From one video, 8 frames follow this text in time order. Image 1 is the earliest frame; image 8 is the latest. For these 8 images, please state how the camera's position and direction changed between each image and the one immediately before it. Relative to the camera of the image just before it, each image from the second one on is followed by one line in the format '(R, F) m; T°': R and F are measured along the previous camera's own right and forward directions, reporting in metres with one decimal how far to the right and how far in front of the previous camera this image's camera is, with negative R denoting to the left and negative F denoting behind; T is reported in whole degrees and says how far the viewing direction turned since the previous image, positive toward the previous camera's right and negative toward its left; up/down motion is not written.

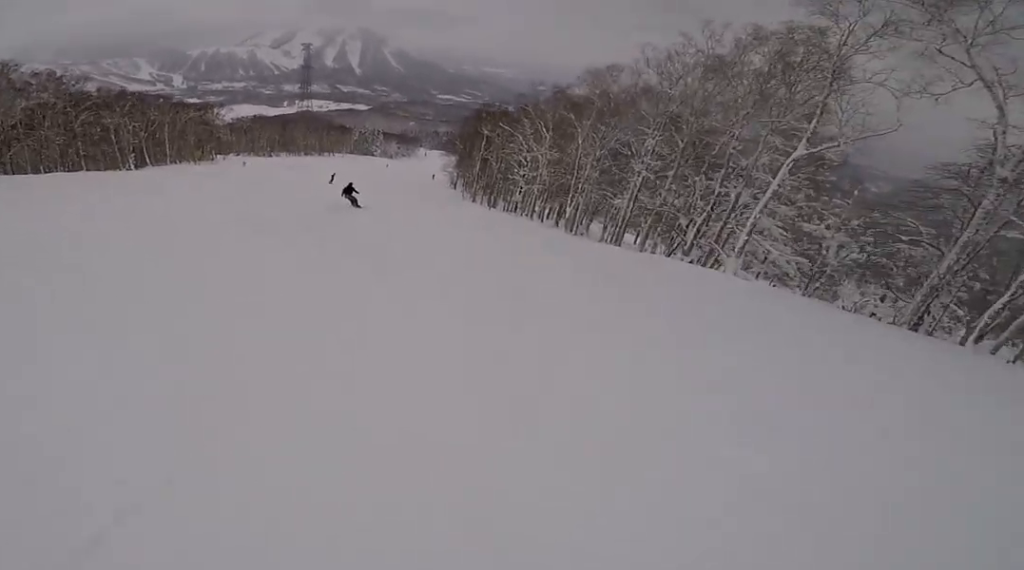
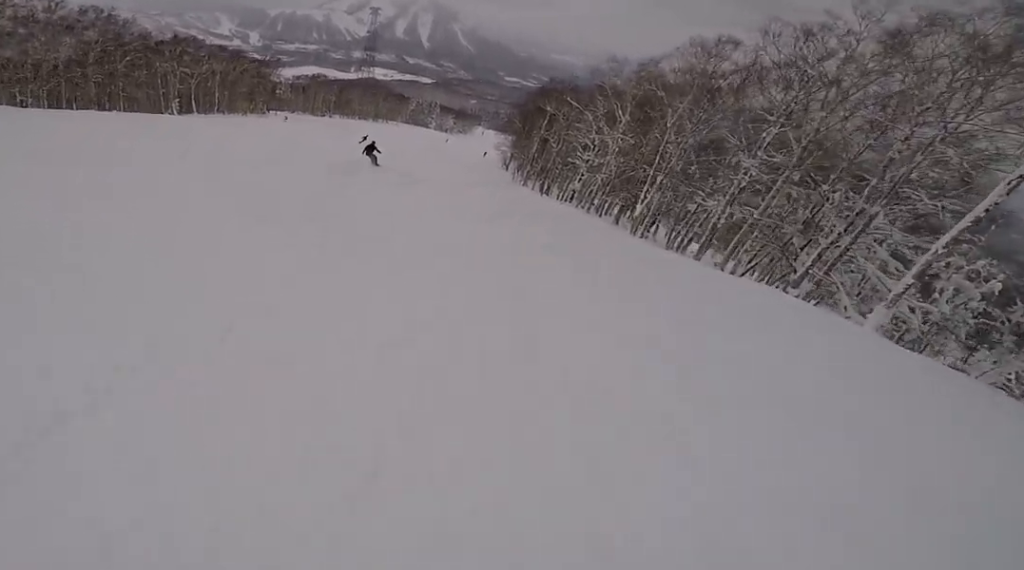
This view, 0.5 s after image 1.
(-0.6, +6.2) m; -6°
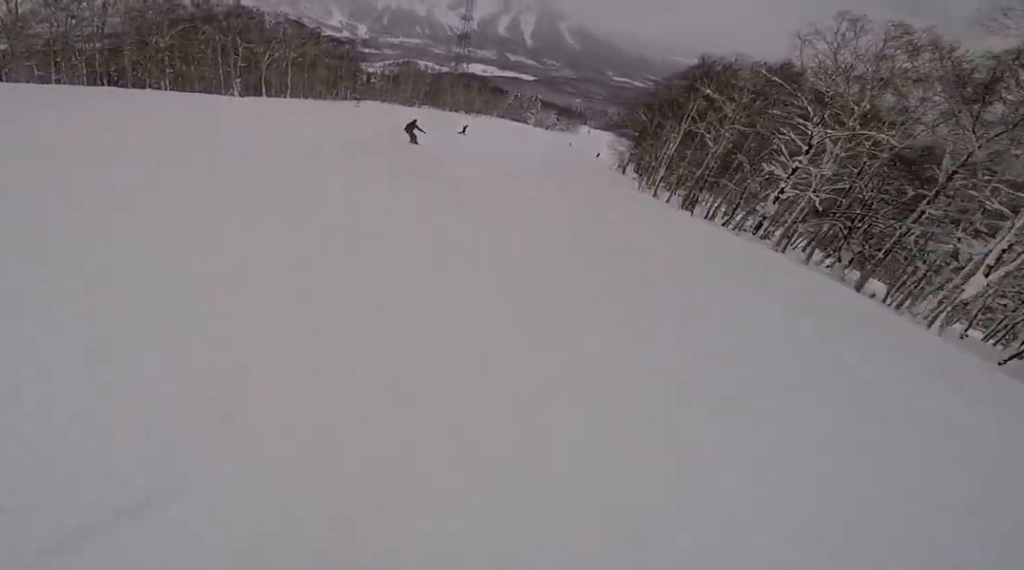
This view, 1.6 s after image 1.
(-2.0, +15.4) m; -15°
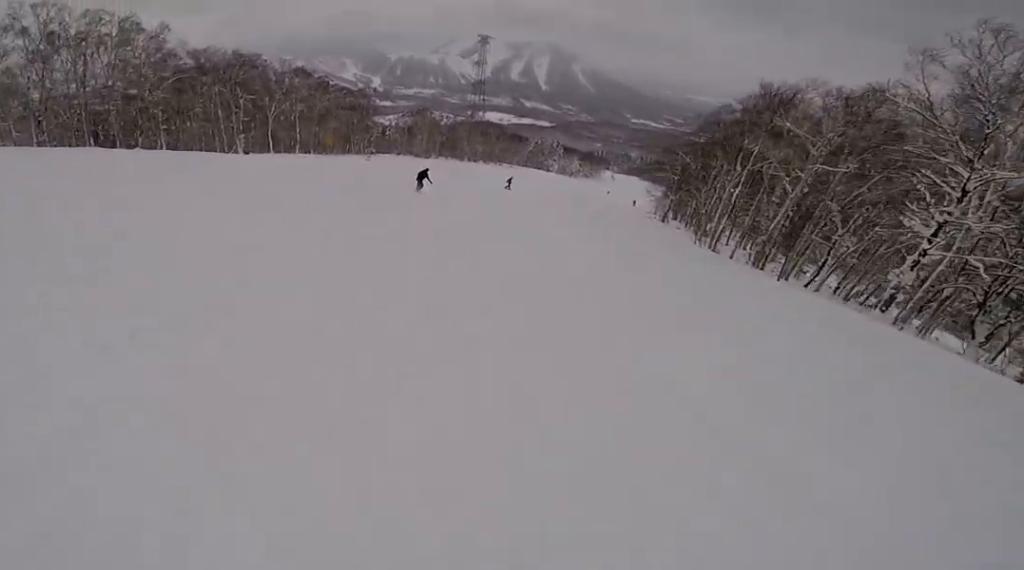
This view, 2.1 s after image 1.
(0.0, +6.3) m; -5°
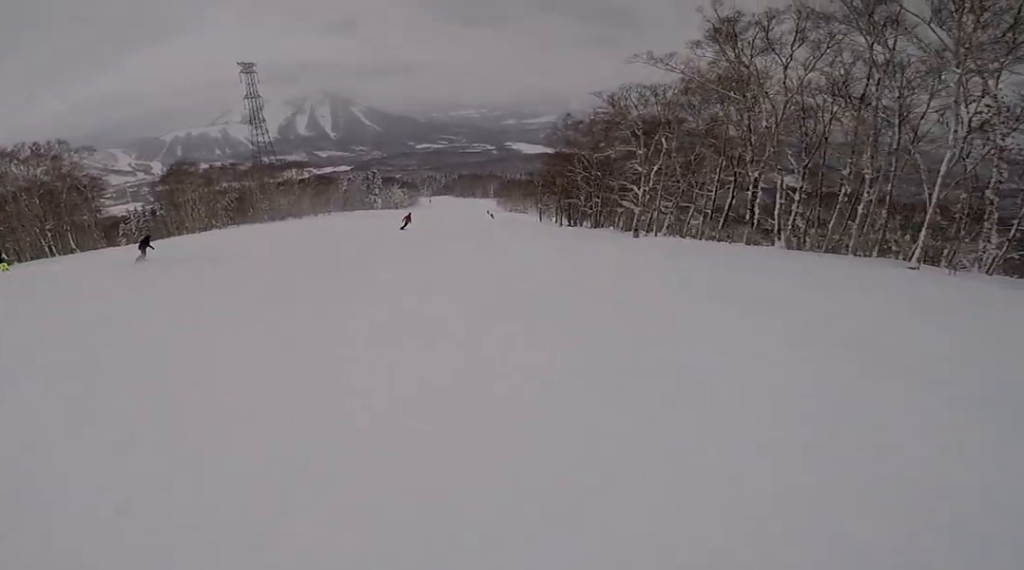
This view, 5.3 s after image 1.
(+9.0, +43.8) m; +25°
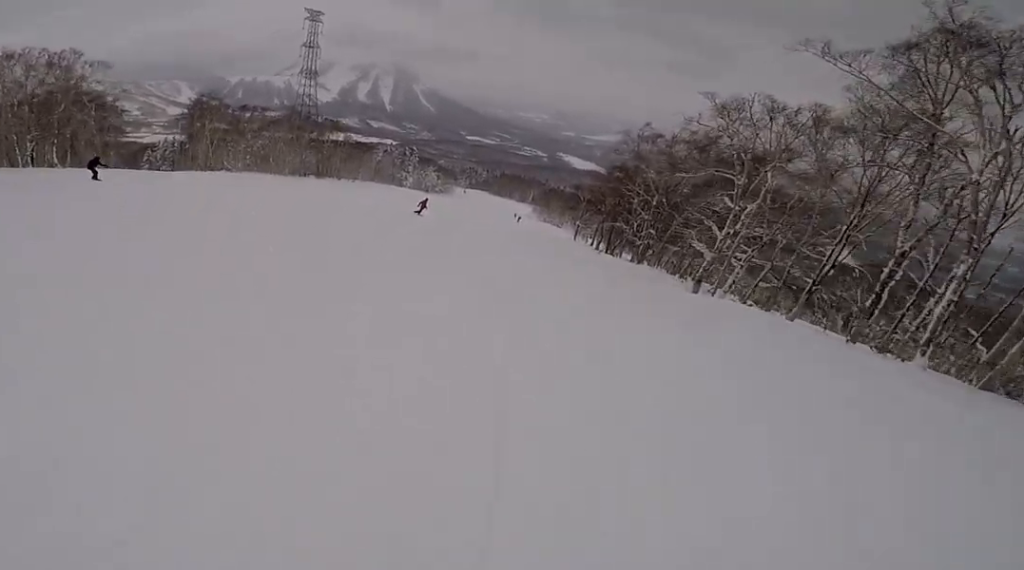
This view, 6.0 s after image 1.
(+0.9, +8.9) m; -3°
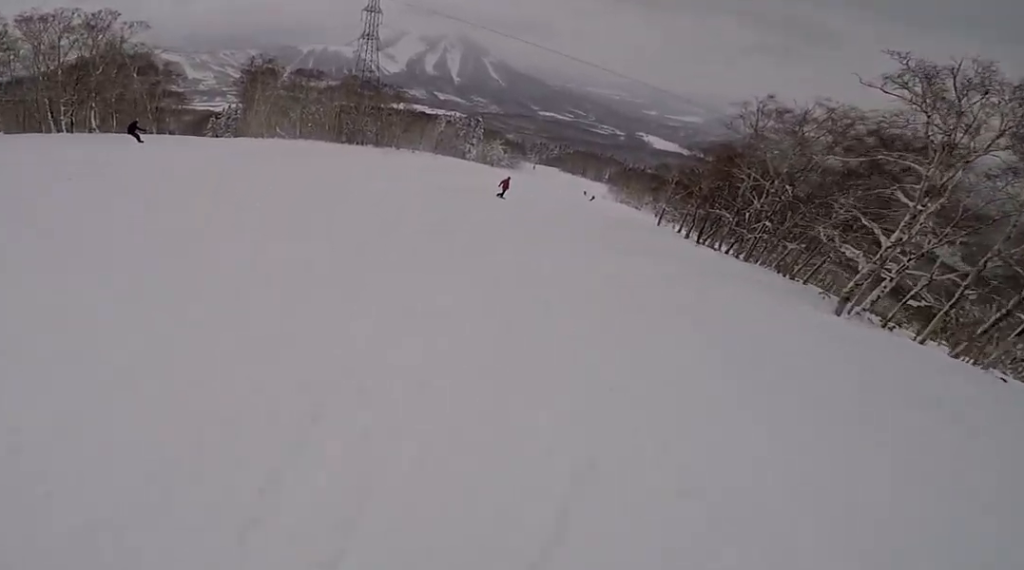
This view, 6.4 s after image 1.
(-0.8, +6.7) m; -8°
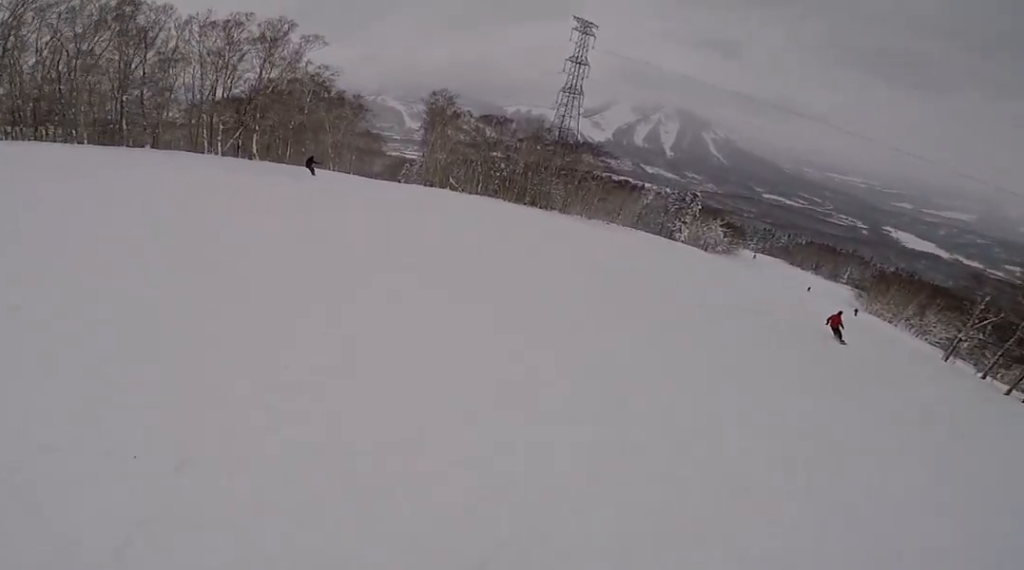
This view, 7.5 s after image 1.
(-2.4, +14.0) m; -17°
